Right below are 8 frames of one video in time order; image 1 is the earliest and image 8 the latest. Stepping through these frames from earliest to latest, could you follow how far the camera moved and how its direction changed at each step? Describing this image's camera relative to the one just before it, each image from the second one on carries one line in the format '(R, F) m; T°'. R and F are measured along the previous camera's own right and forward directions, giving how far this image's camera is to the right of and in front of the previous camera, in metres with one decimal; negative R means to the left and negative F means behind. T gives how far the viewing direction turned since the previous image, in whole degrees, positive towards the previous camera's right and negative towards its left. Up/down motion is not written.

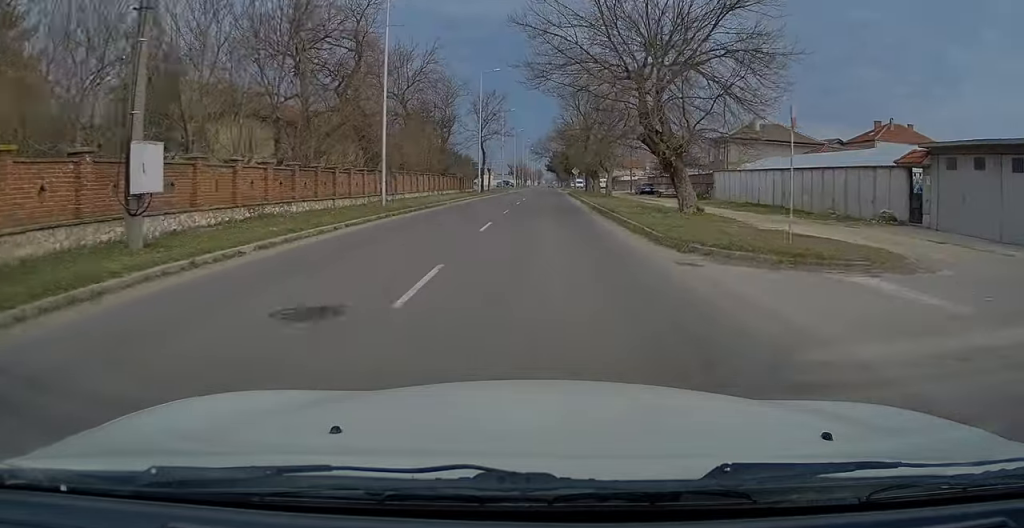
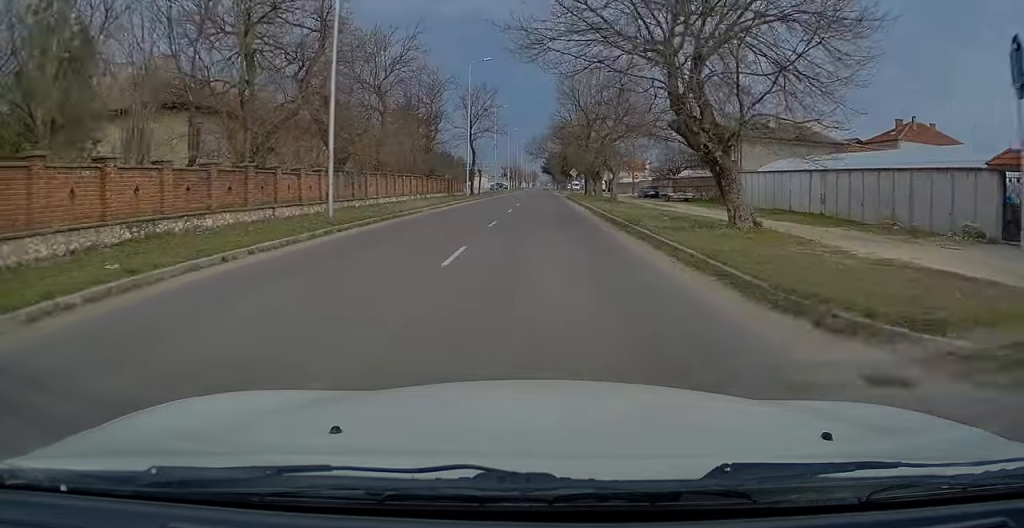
(0.0, +6.1) m; 0°
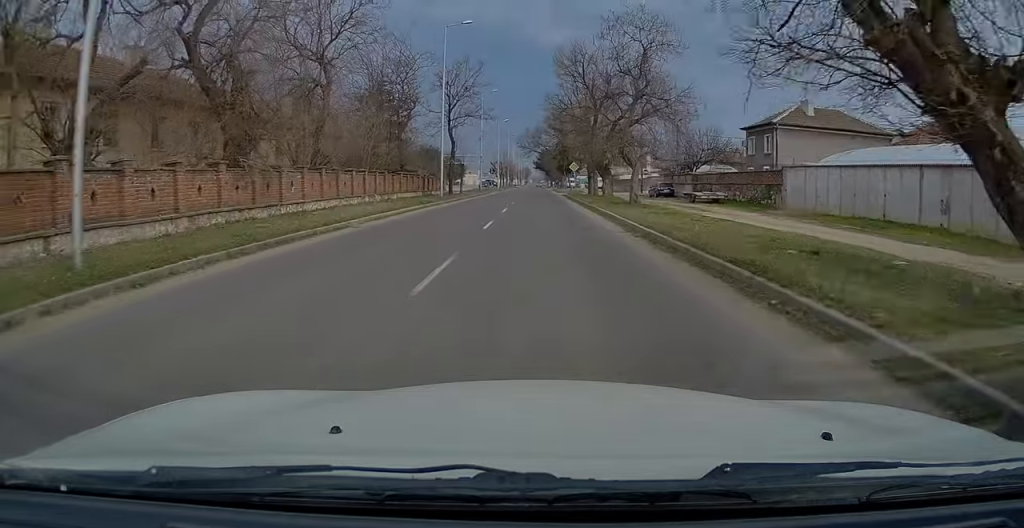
(0.0, +10.8) m; +1°
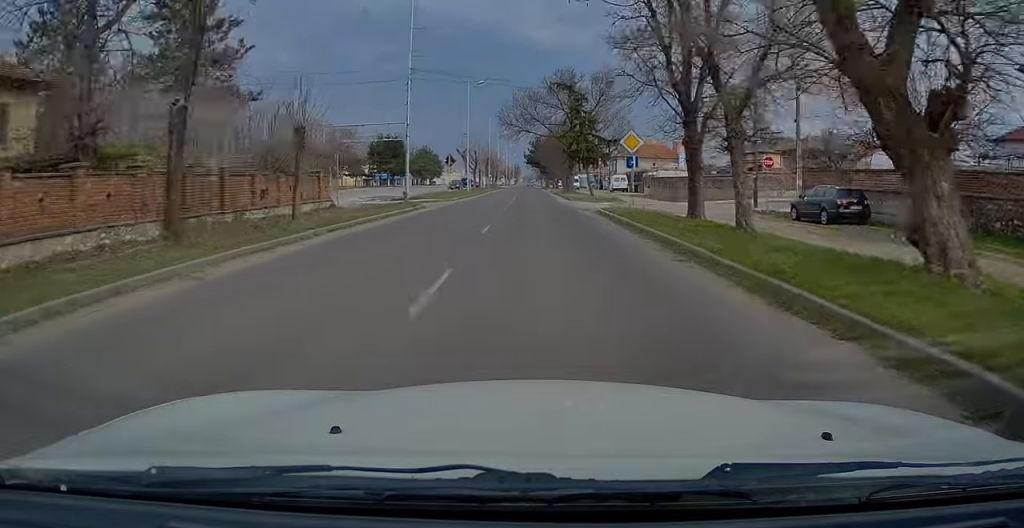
(+0.7, +36.6) m; +1°
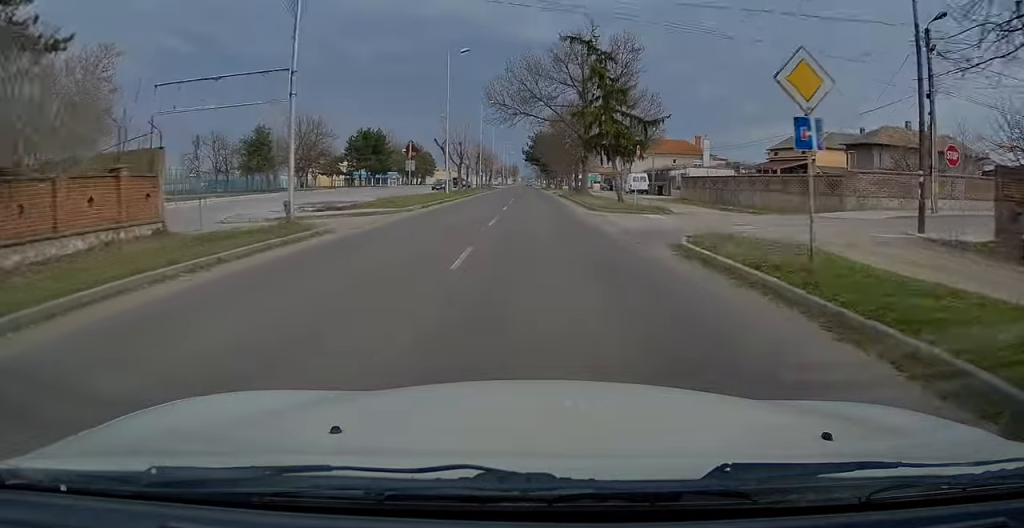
(-0.3, +14.8) m; 0°
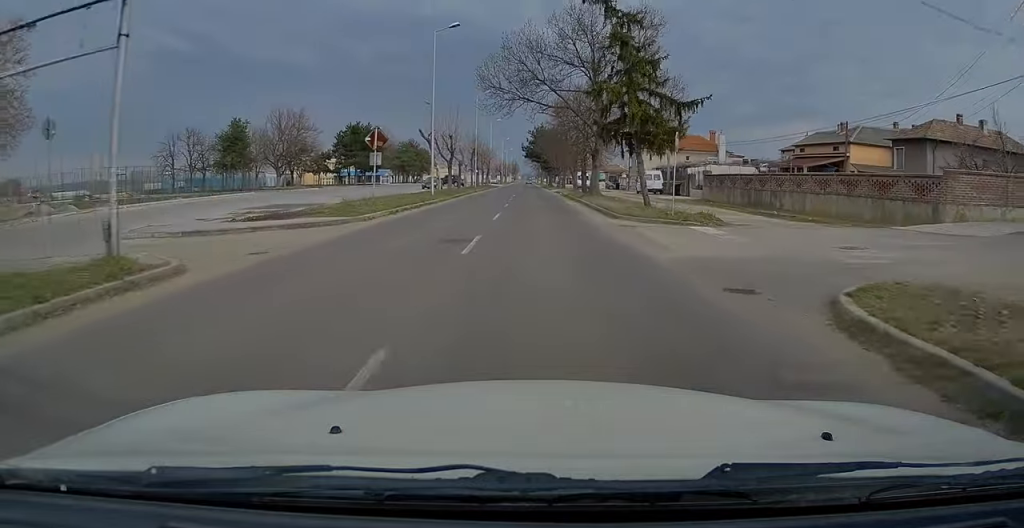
(+0.2, +7.2) m; 0°
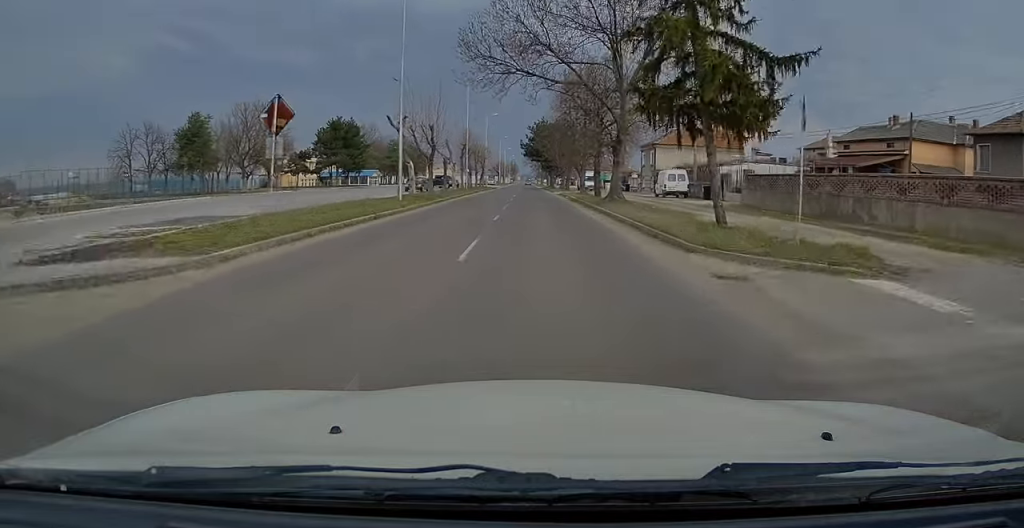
(0.0, +9.8) m; 0°
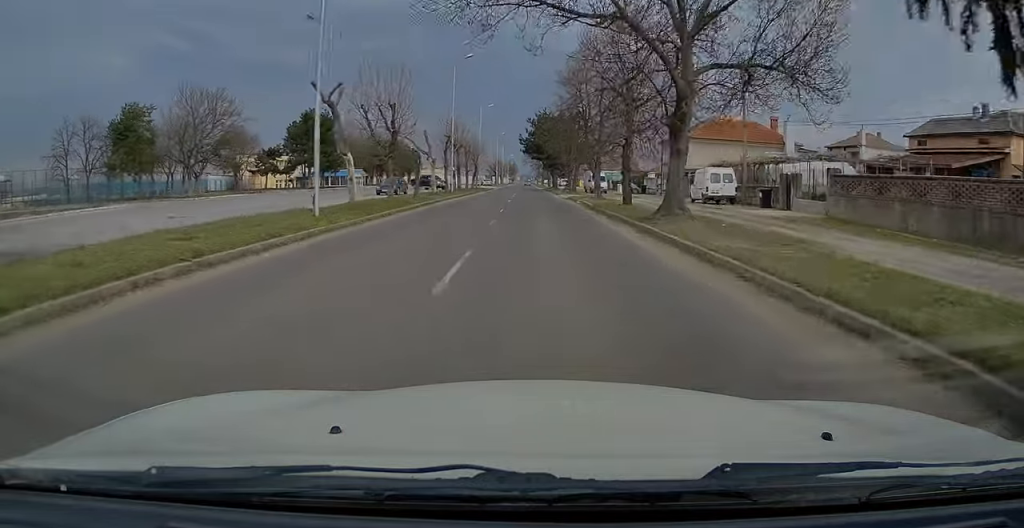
(-0.1, +11.9) m; 0°
